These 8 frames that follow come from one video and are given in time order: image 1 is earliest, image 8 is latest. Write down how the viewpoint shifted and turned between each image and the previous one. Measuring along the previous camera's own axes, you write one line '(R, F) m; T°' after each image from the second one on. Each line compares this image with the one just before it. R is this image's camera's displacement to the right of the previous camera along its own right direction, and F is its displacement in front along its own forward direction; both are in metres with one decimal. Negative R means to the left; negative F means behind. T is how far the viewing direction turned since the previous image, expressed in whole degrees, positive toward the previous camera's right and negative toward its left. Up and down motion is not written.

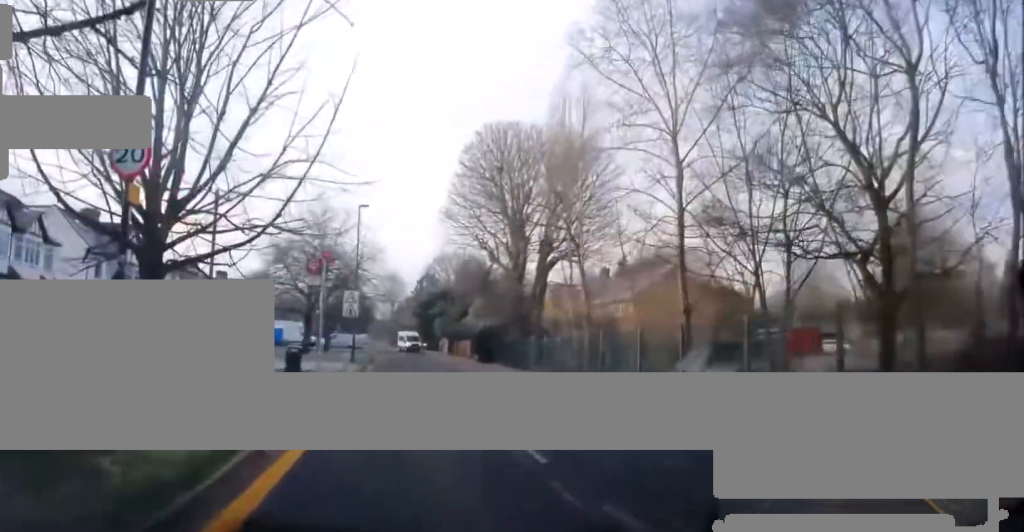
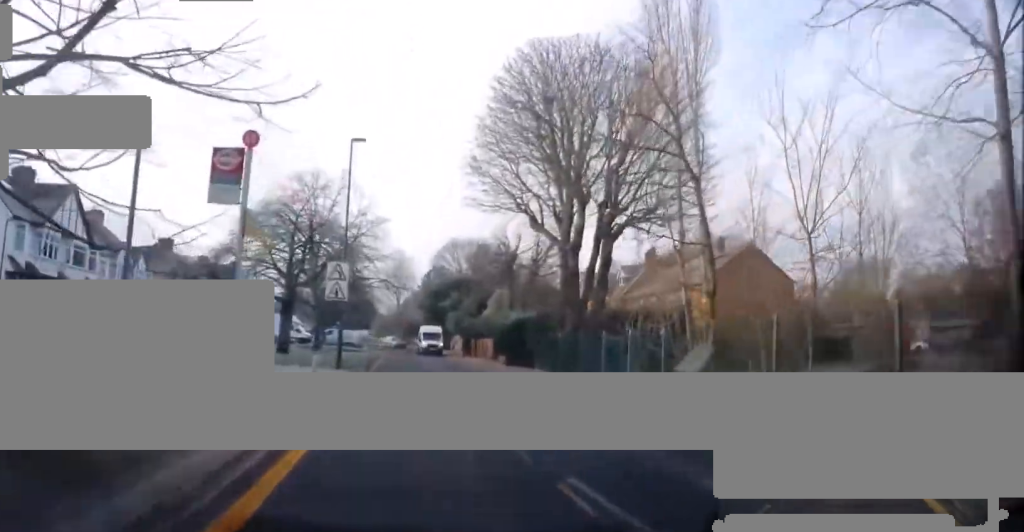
(-0.2, +11.0) m; -2°
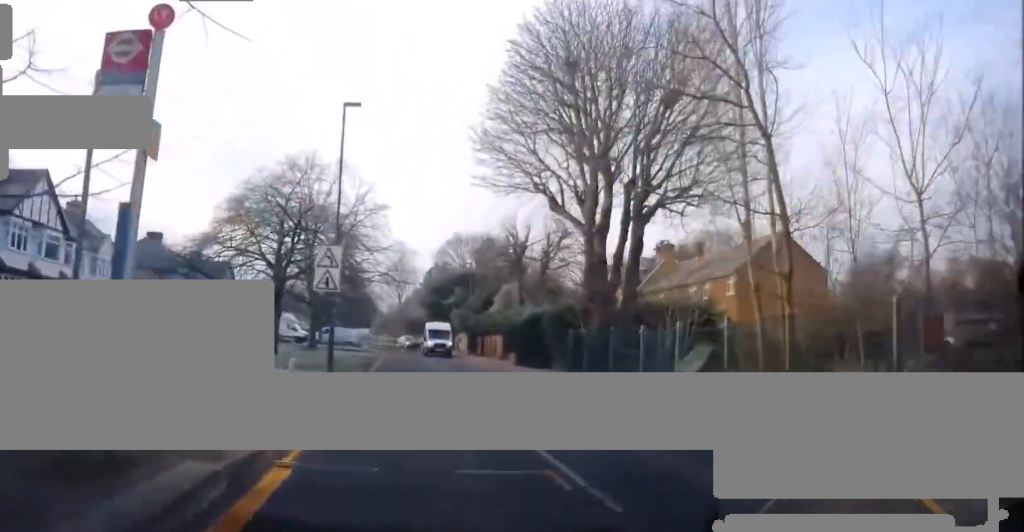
(0.0, +3.3) m; +1°
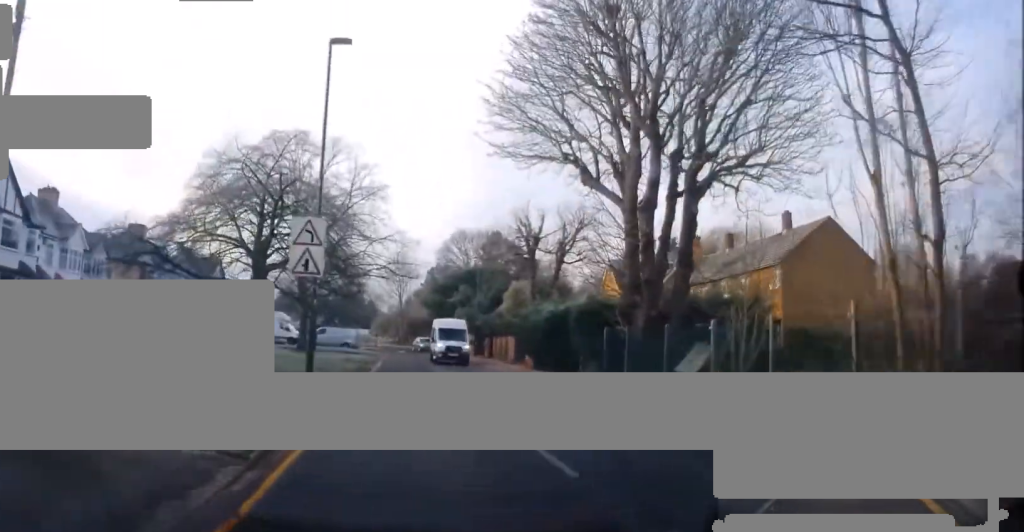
(0.0, +4.6) m; +1°
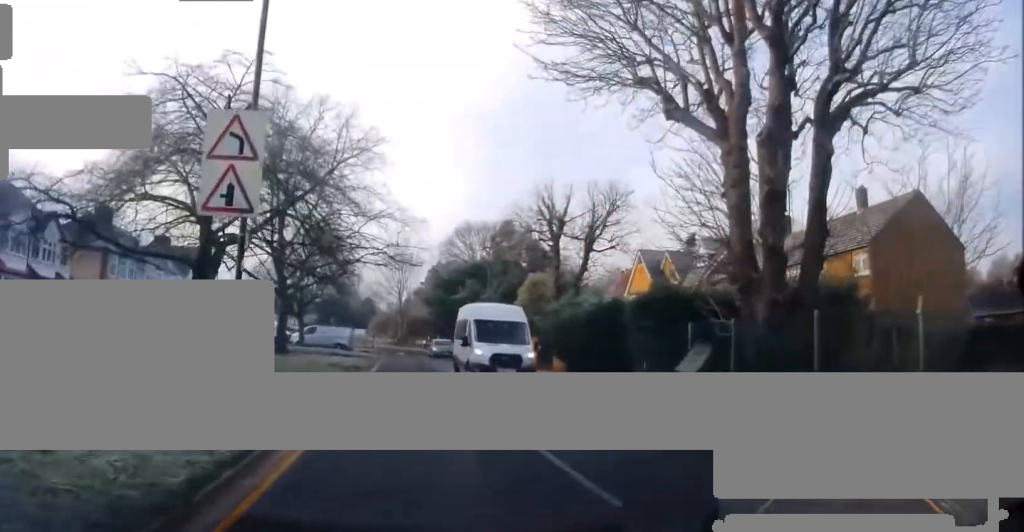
(+0.2, +7.5) m; +3°
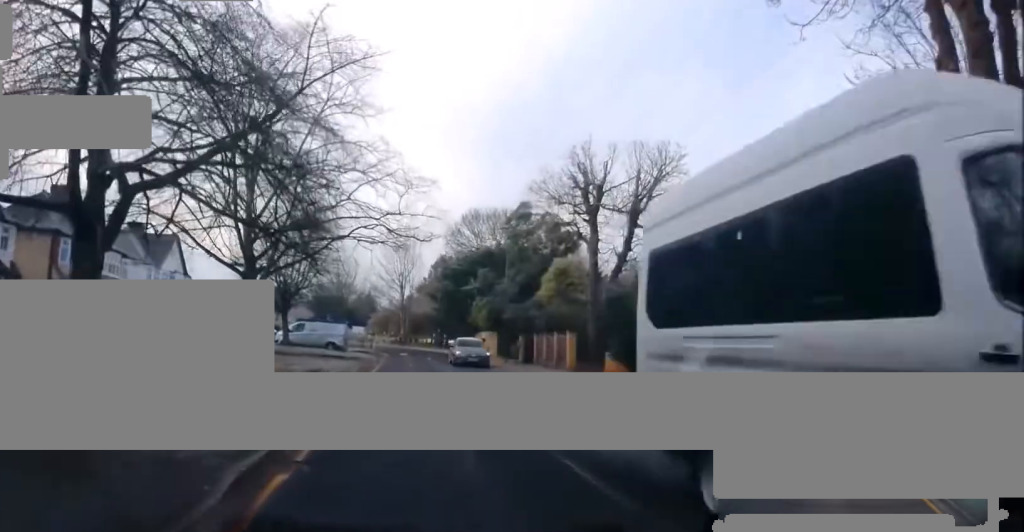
(+0.2, +7.7) m; 0°
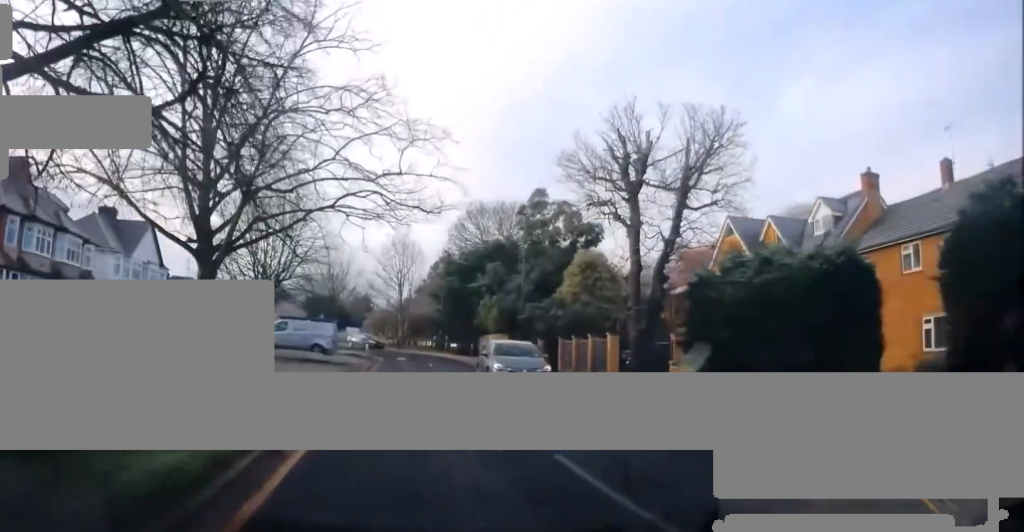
(-0.2, +6.1) m; +1°
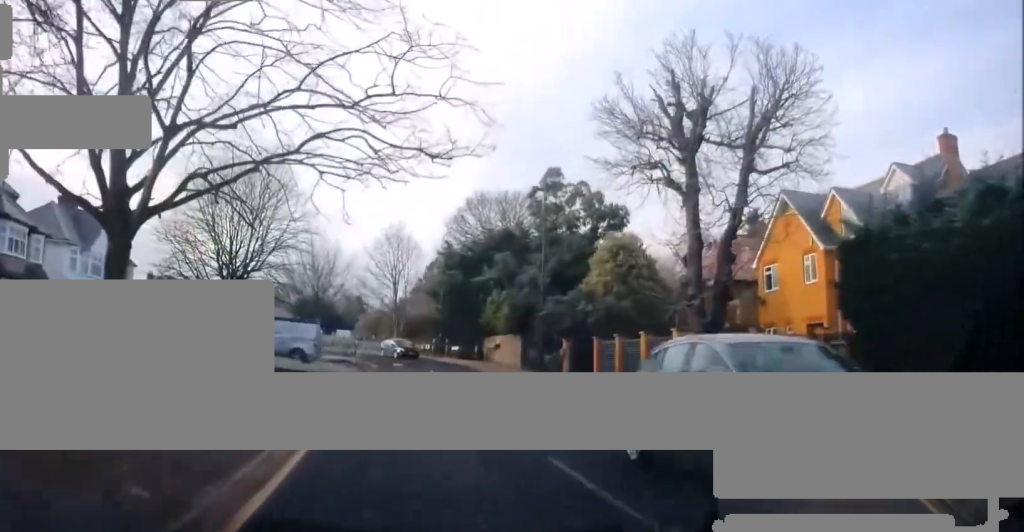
(+0.1, +6.3) m; -1°
